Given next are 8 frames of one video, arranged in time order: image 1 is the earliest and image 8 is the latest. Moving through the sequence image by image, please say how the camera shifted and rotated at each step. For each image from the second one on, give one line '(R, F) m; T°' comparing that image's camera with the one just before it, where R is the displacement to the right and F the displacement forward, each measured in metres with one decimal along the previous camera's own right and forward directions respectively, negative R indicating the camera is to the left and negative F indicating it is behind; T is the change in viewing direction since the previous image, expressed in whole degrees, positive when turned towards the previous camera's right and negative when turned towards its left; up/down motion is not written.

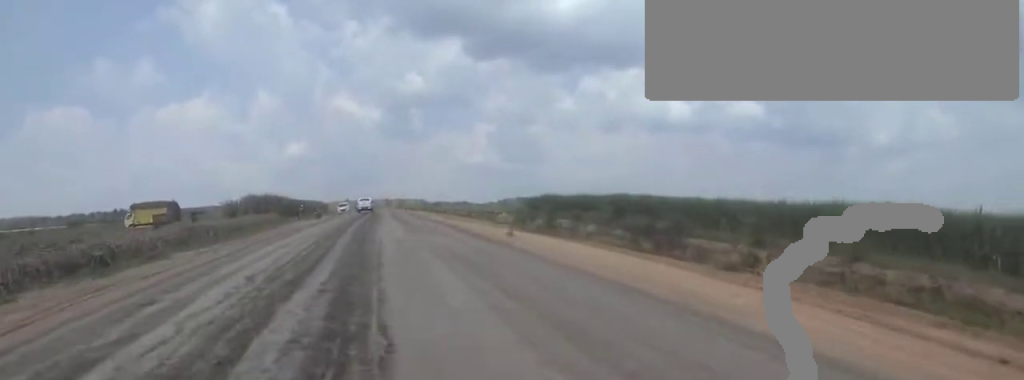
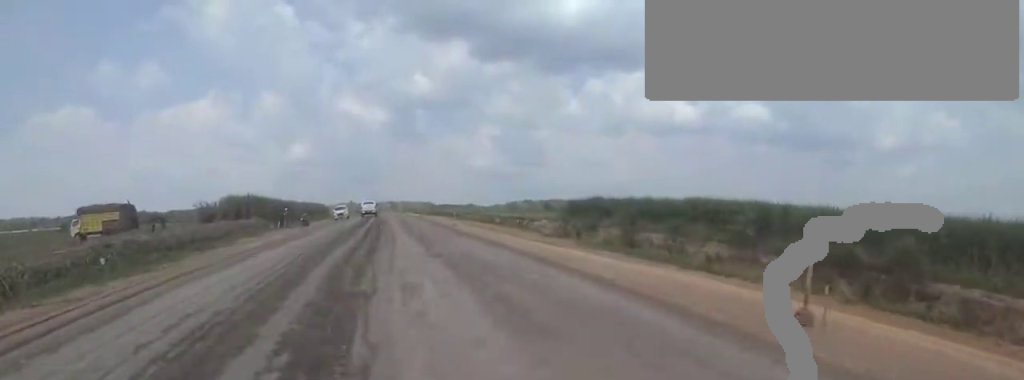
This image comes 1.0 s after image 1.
(0.0, +11.2) m; 0°
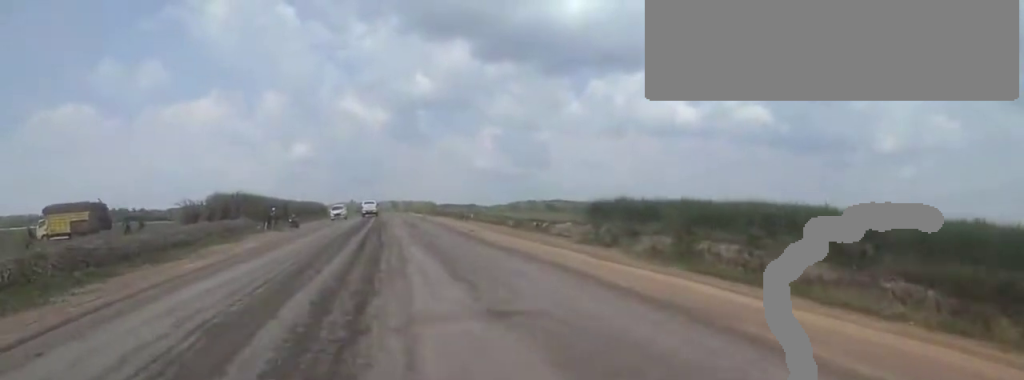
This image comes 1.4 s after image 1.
(0.0, +4.9) m; 0°
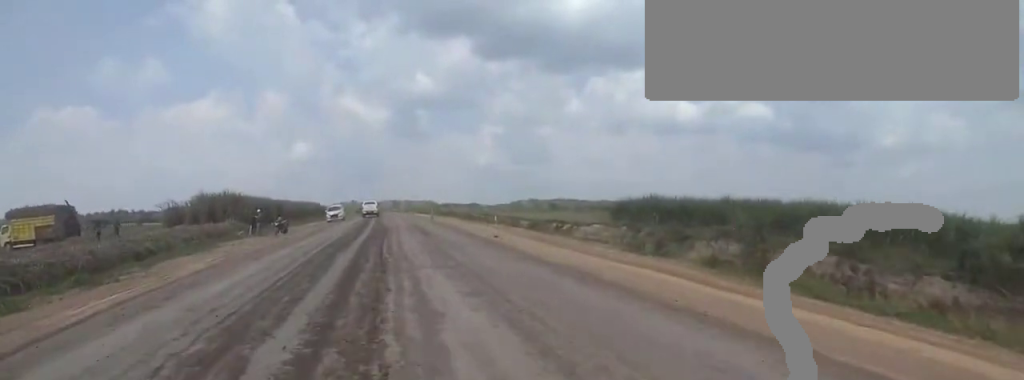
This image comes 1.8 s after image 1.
(0.0, +4.5) m; 0°
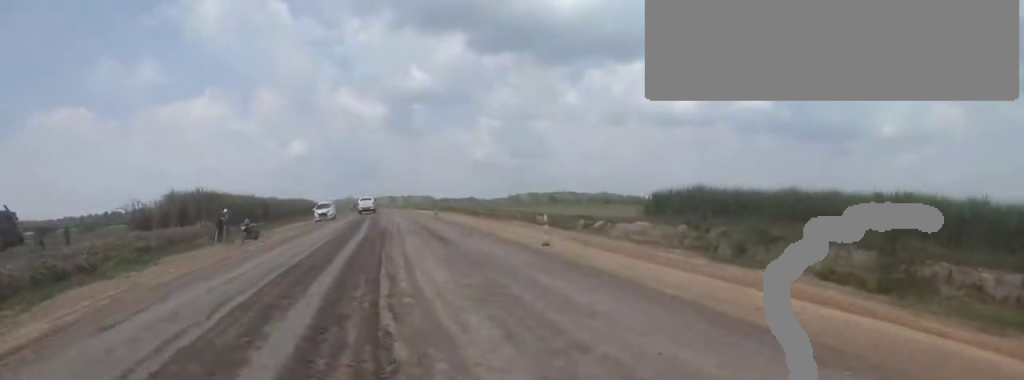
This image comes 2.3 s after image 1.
(0.0, +6.0) m; 0°
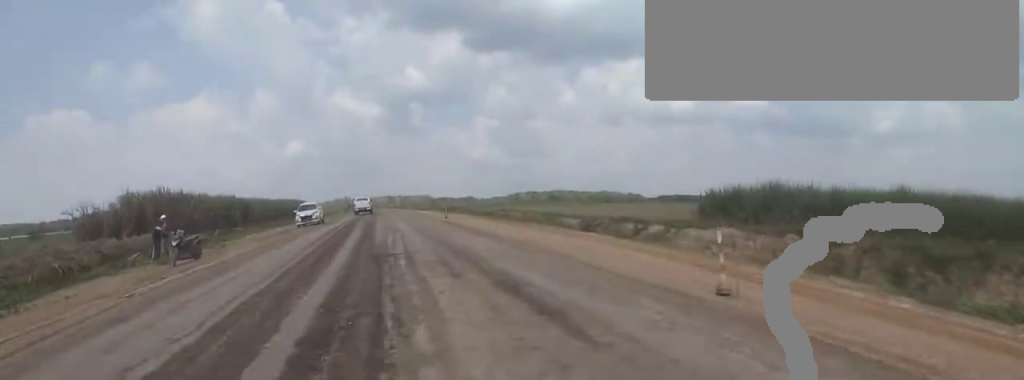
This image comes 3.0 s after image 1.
(0.0, +6.8) m; 0°
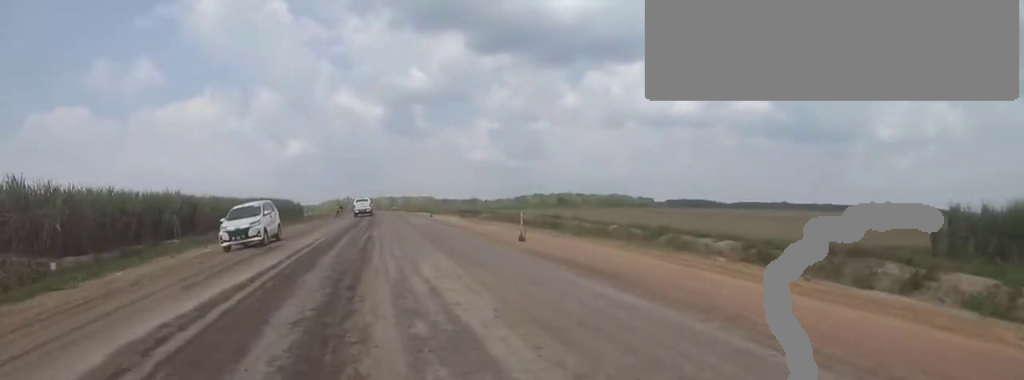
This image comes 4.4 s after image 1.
(0.0, +15.6) m; 0°
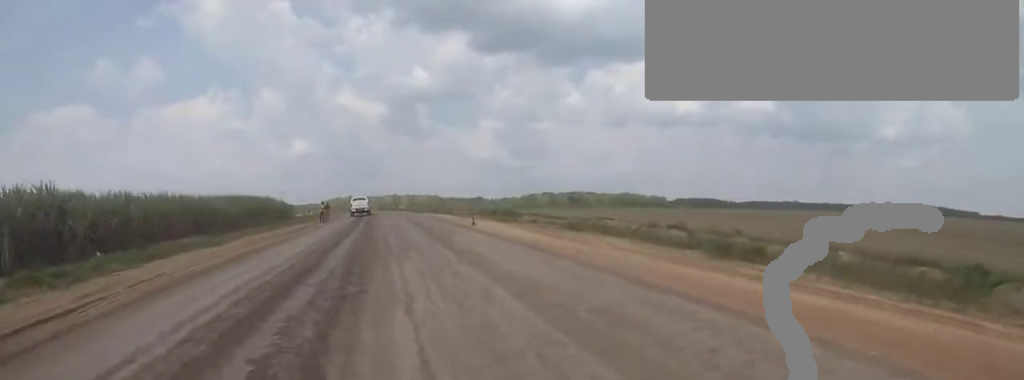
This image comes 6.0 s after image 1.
(0.0, +16.6) m; 0°
